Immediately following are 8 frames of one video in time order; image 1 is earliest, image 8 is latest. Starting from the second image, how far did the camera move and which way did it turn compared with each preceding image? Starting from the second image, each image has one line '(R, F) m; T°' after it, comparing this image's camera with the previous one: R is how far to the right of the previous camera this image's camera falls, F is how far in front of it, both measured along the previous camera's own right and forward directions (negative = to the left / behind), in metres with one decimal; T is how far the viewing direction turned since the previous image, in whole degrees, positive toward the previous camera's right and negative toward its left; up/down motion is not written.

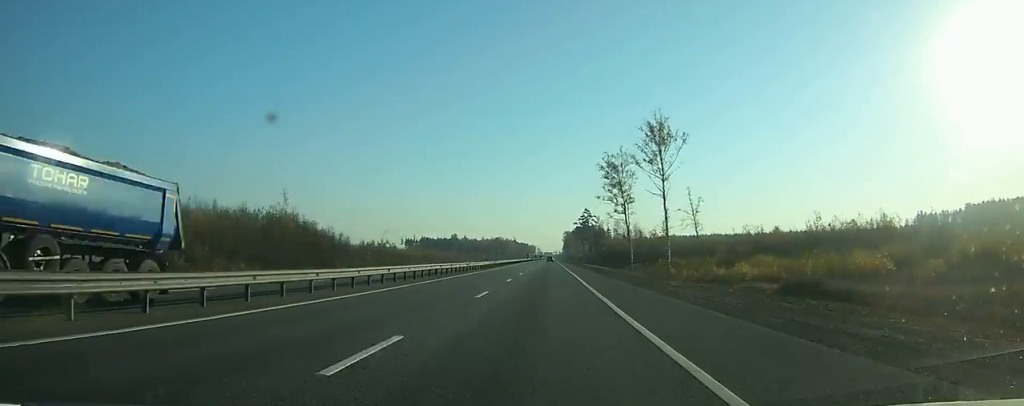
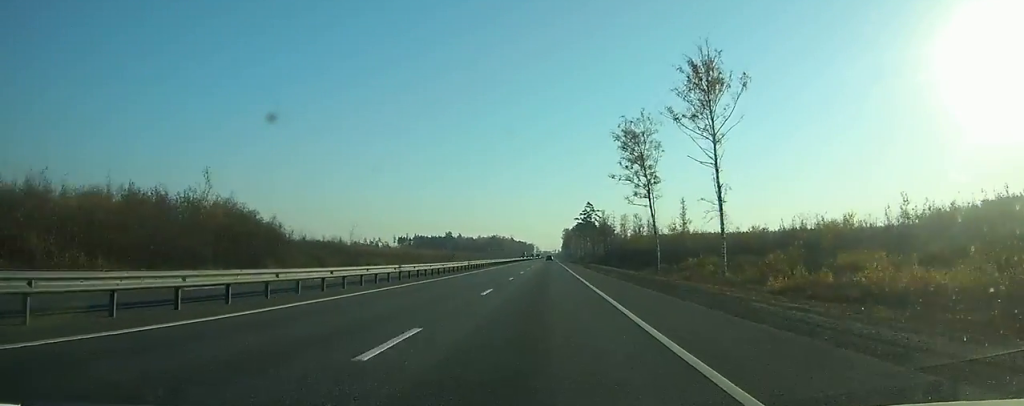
(0.0, +21.1) m; 0°
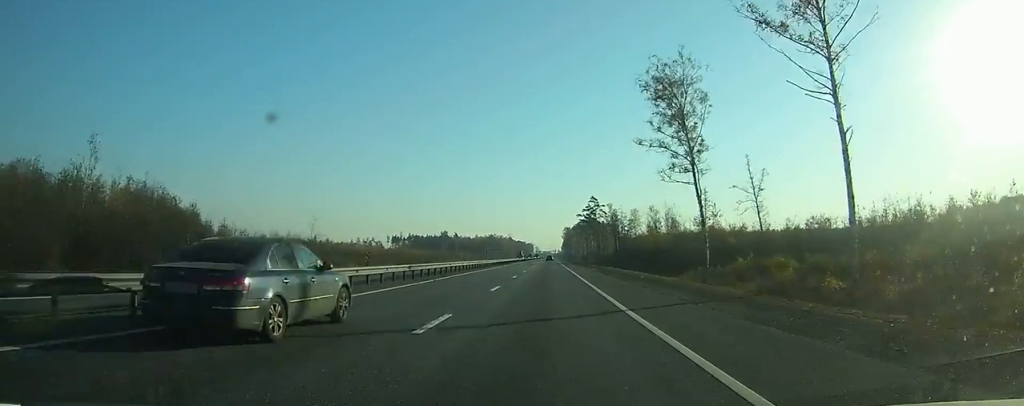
(0.0, +19.7) m; 0°
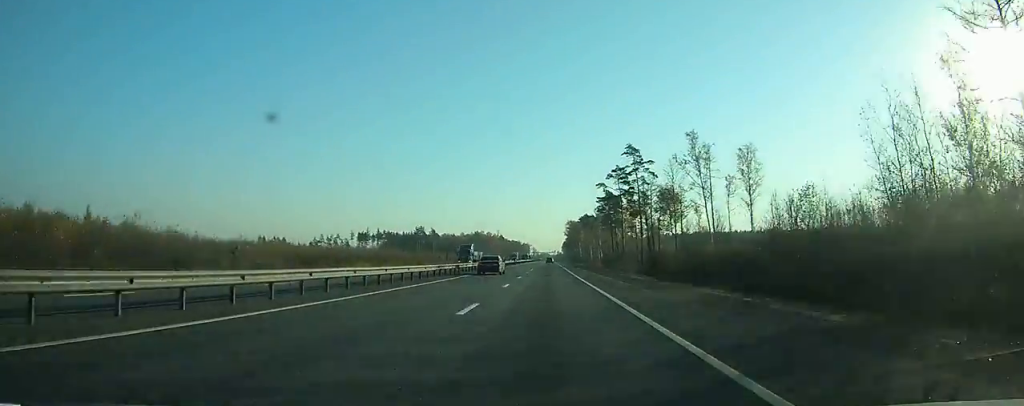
(-0.3, +89.0) m; 0°
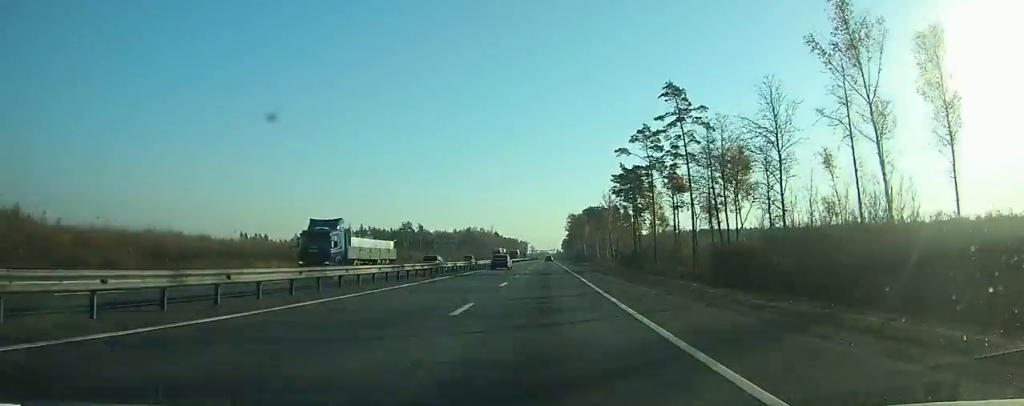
(0.0, +36.2) m; 0°
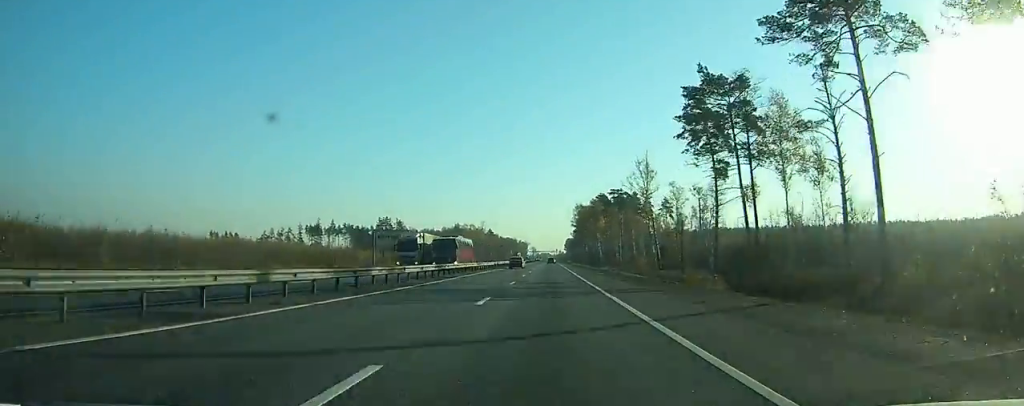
(+0.1, +56.4) m; 0°
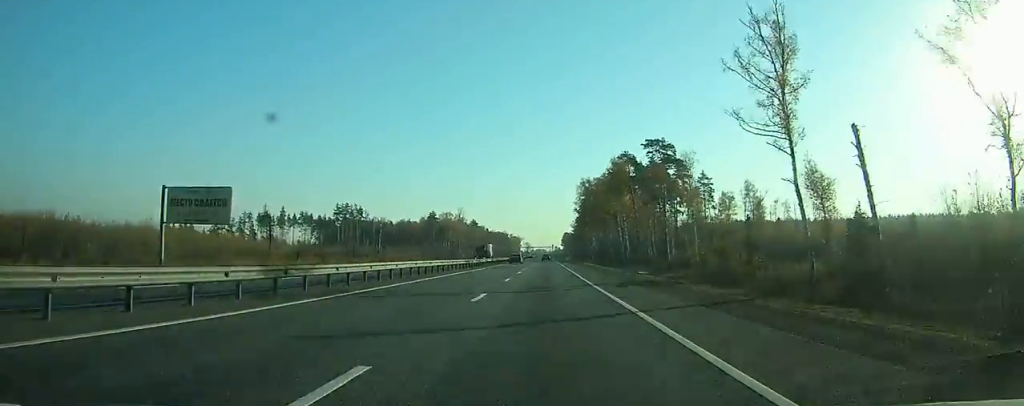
(+0.2, +59.7) m; 0°
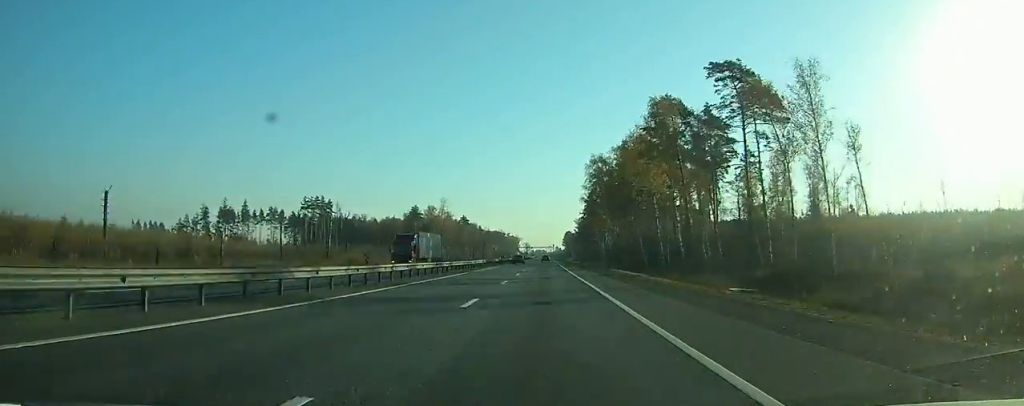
(0.0, +37.7) m; 0°
